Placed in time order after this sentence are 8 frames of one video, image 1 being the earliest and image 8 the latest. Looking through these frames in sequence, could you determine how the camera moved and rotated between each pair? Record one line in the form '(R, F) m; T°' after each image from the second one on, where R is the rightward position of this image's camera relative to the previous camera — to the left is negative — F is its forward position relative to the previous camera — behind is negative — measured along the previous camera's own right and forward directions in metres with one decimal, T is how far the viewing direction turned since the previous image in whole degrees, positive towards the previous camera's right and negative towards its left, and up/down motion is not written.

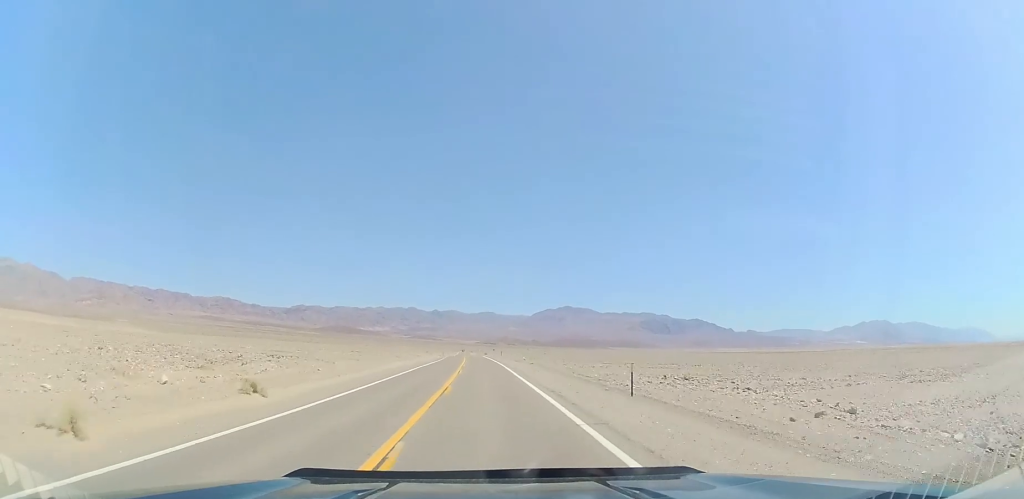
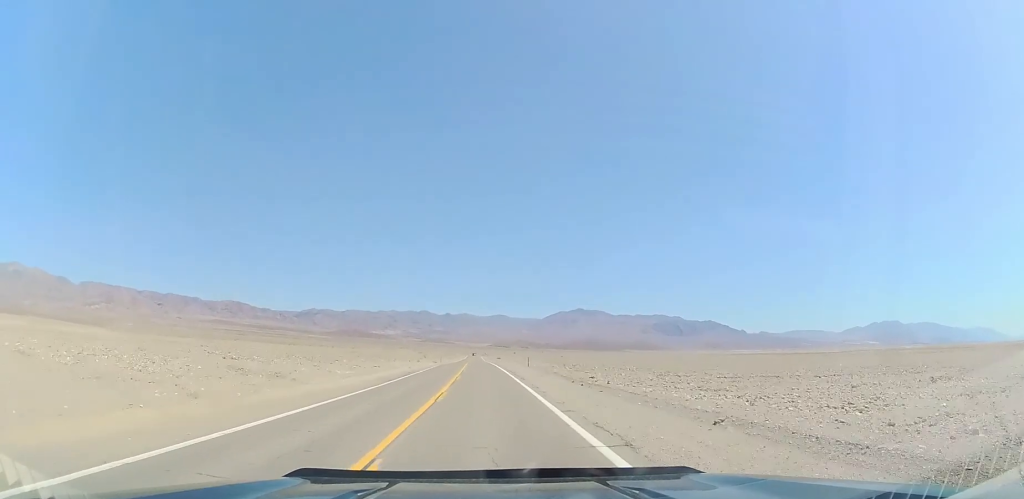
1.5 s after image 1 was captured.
(0.0, +45.6) m; -1°
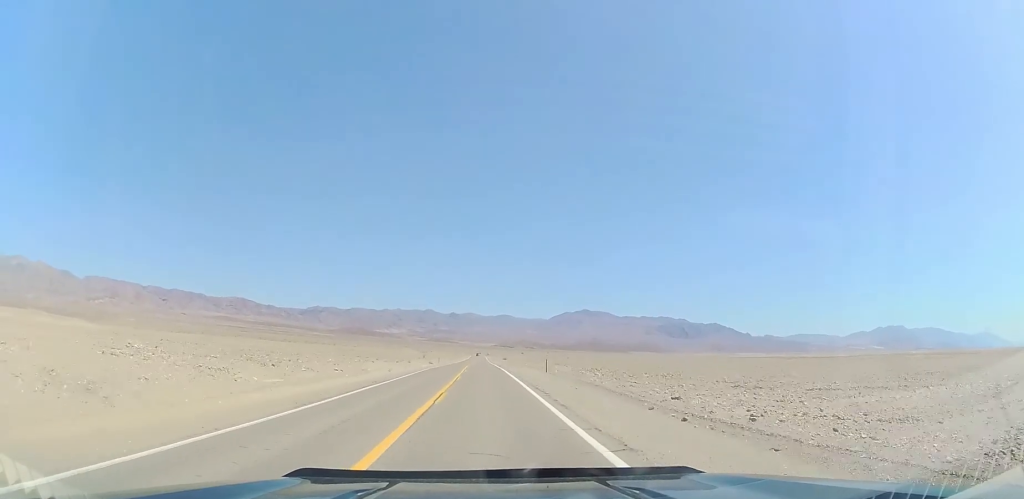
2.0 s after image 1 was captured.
(-0.1, +15.2) m; -1°
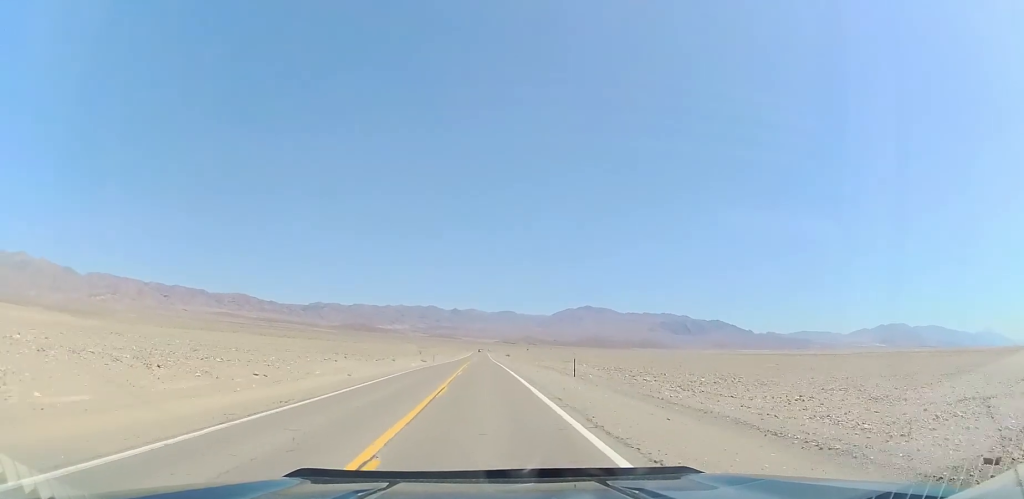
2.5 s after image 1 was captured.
(-0.1, +14.2) m; -1°
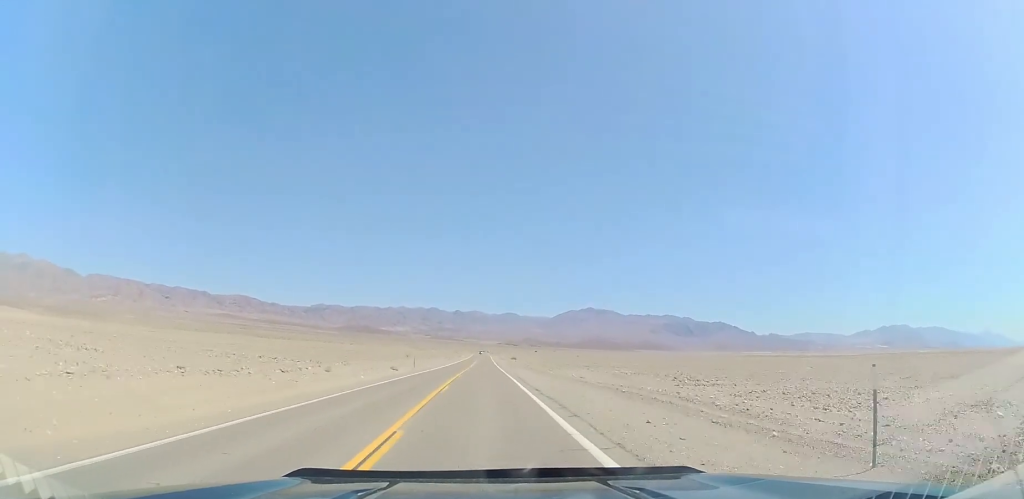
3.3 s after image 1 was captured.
(-0.5, +26.3) m; 0°
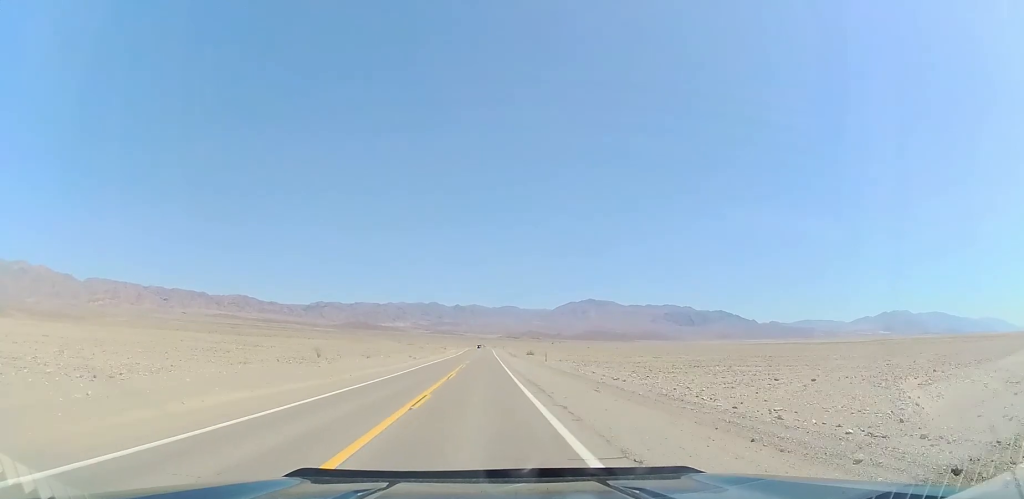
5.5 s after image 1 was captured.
(+0.1, +64.8) m; 0°
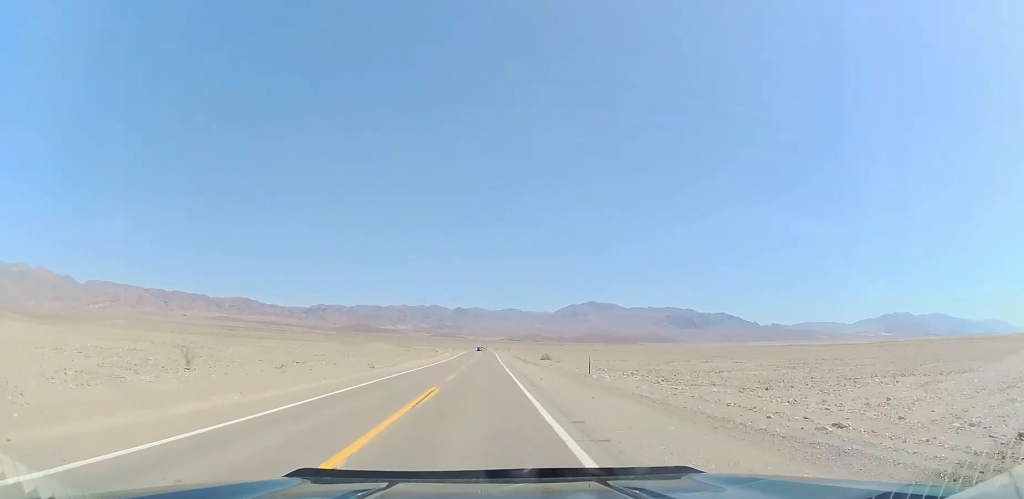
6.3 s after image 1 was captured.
(+0.1, +26.4) m; 0°
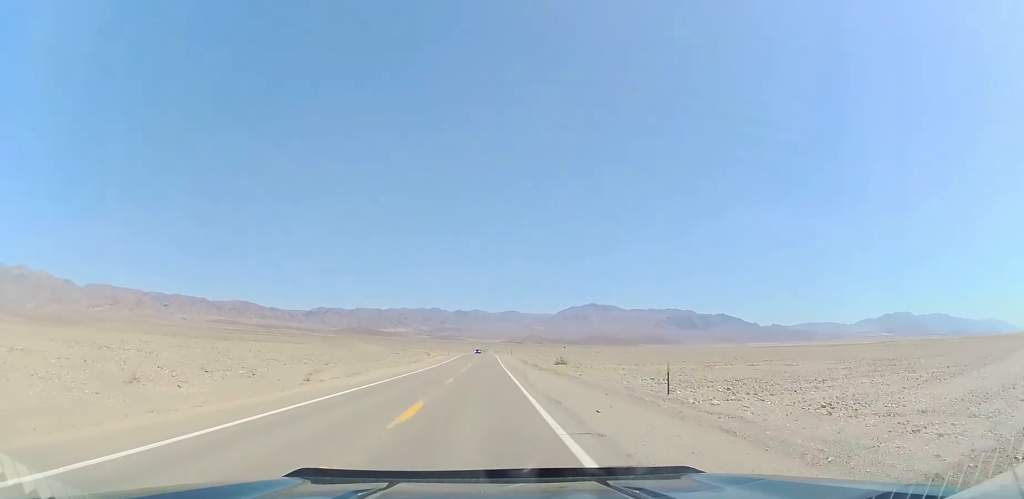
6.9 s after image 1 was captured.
(0.0, +16.3) m; 0°
